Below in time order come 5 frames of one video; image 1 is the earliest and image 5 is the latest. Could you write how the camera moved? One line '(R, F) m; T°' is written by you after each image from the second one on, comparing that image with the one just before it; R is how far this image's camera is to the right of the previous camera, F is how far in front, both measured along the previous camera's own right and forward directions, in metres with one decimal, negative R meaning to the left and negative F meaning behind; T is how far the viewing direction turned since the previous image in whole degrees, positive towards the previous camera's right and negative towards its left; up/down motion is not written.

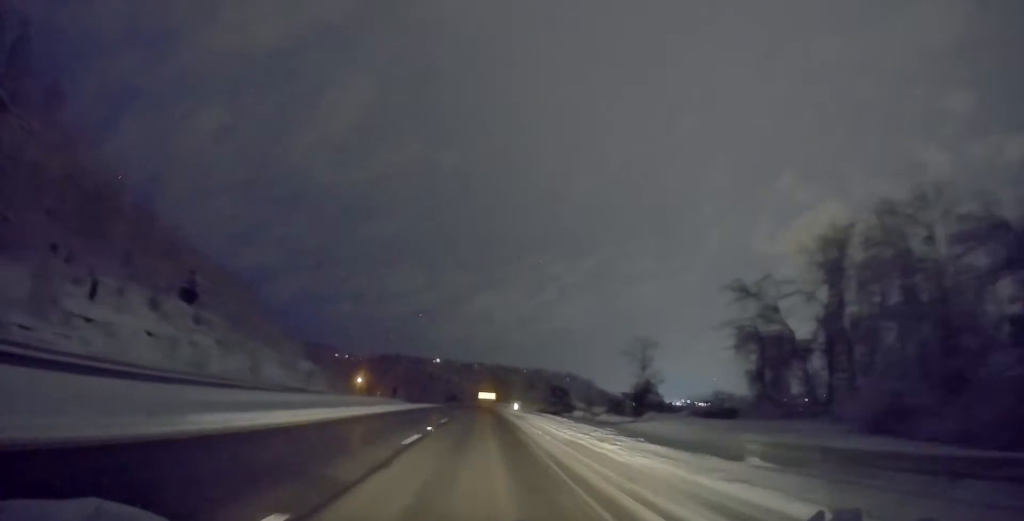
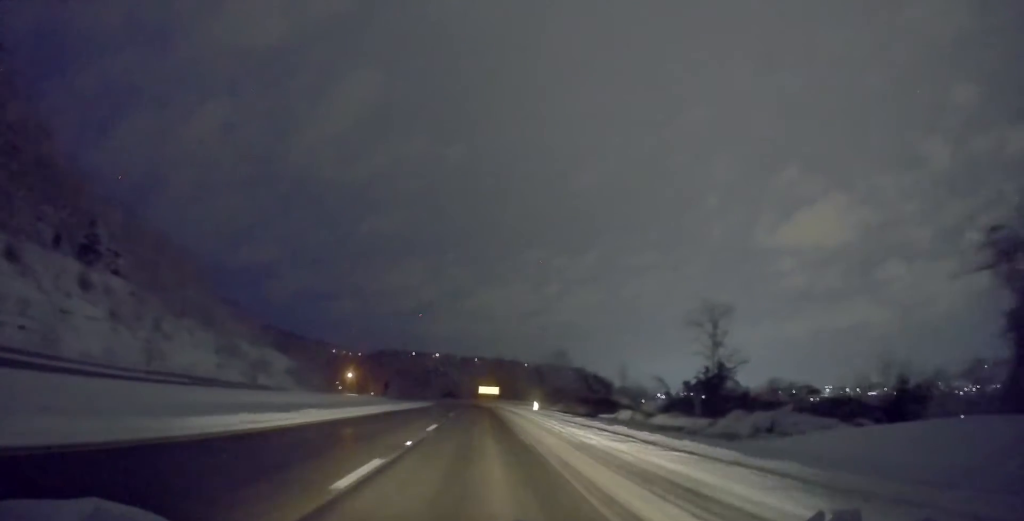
(+0.1, +32.8) m; -1°
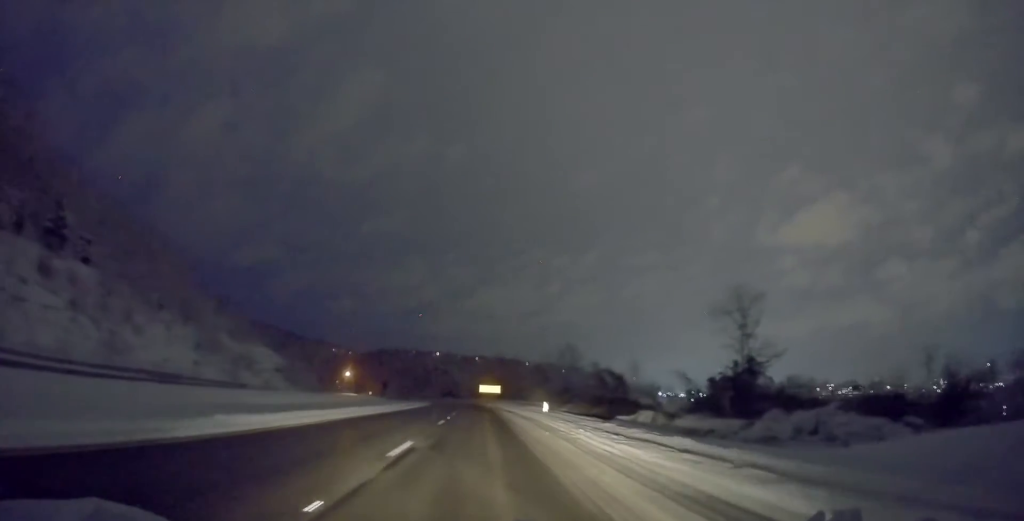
(-0.3, +8.2) m; 0°
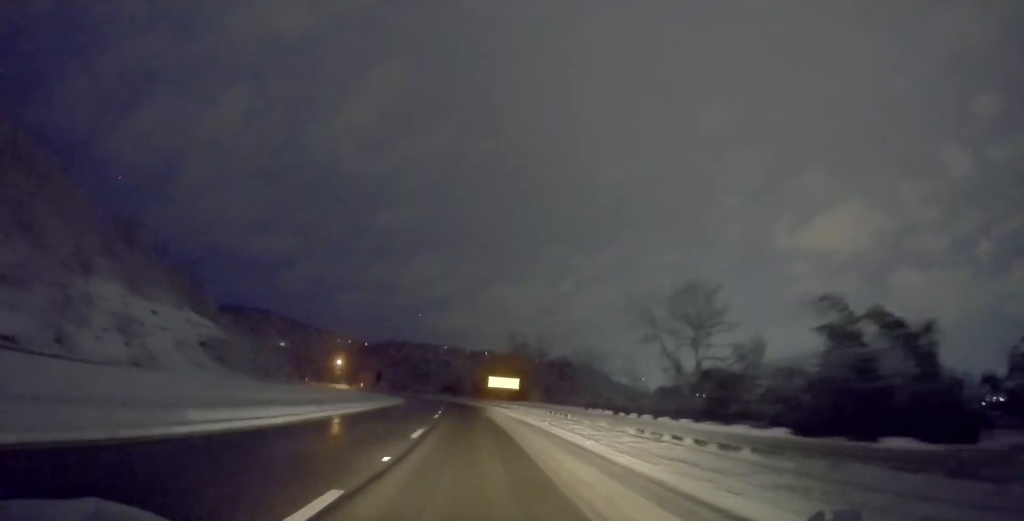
(+1.3, +44.7) m; 0°
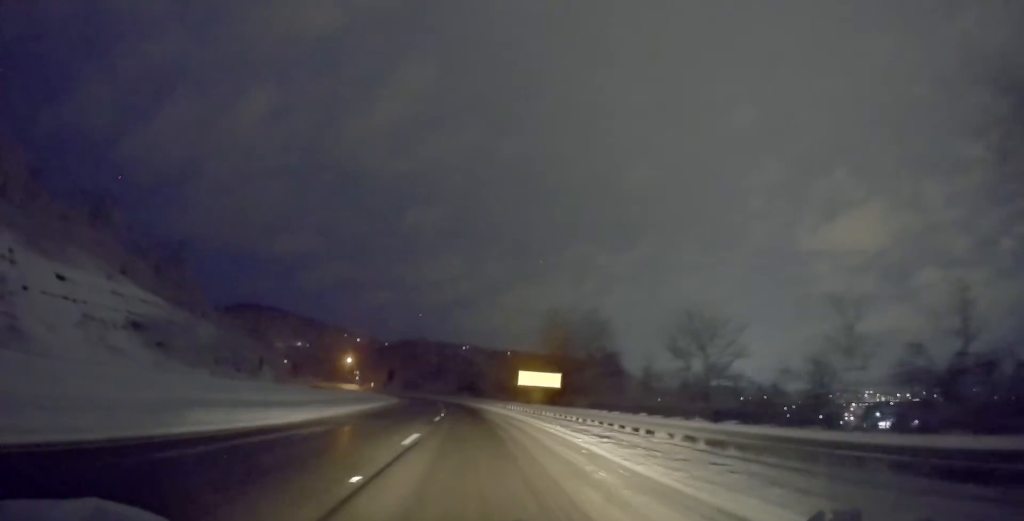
(-0.8, +27.0) m; -1°
